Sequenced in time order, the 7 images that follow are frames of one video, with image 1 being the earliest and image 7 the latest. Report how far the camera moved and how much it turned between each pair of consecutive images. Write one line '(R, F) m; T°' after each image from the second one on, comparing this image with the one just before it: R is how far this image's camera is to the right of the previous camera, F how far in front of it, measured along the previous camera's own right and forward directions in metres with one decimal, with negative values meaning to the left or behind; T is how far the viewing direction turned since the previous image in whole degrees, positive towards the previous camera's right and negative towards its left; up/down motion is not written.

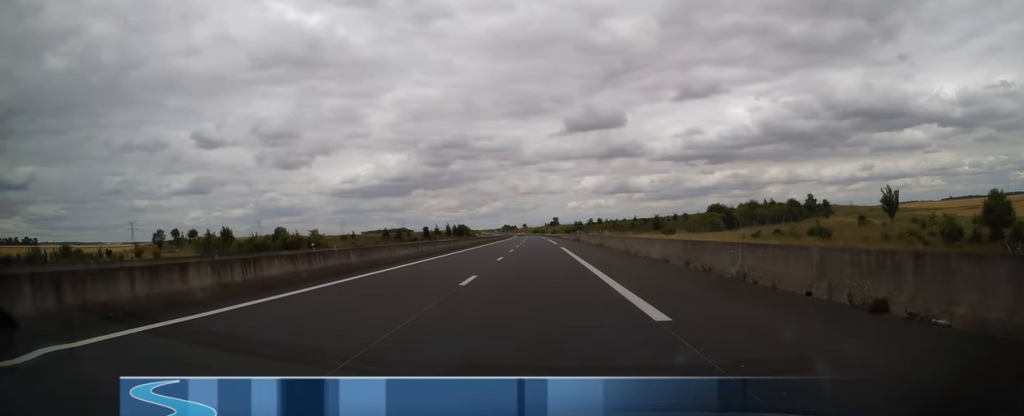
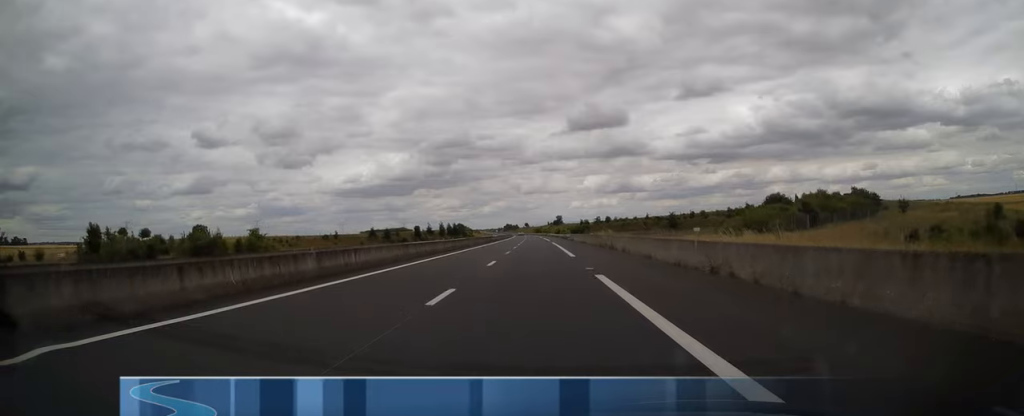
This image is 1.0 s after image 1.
(0.0, +29.9) m; -1°
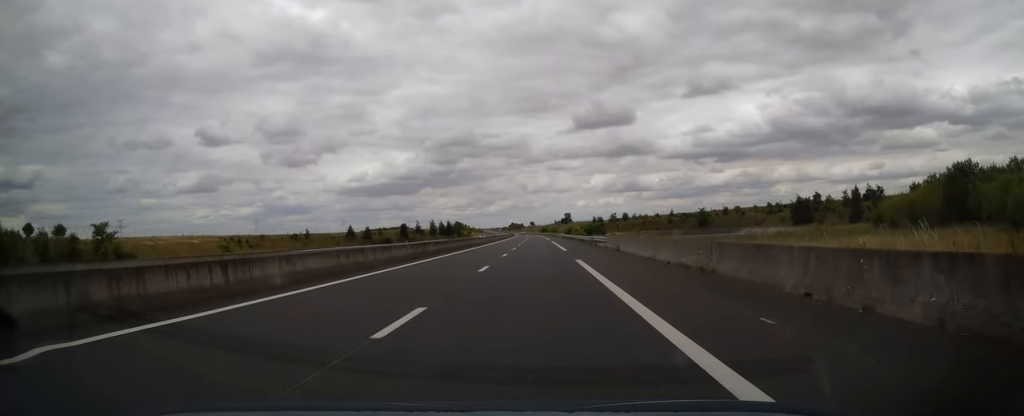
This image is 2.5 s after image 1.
(-0.6, +42.1) m; -1°
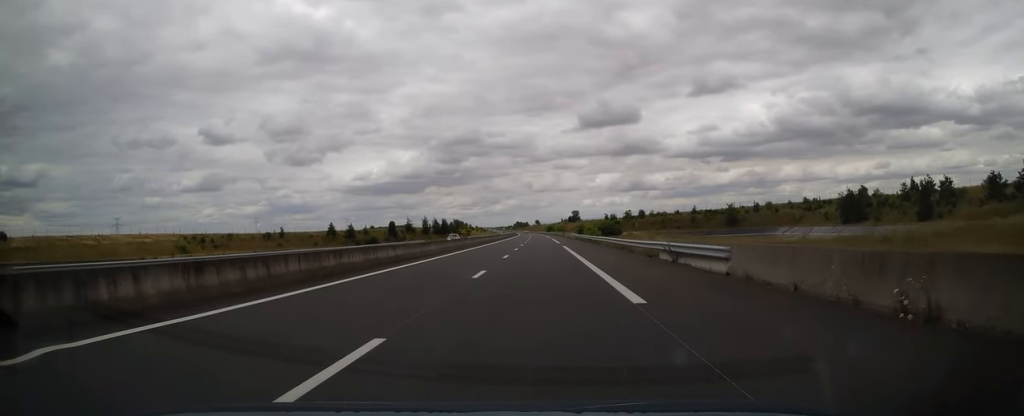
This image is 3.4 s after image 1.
(0.0, +28.9) m; 0°
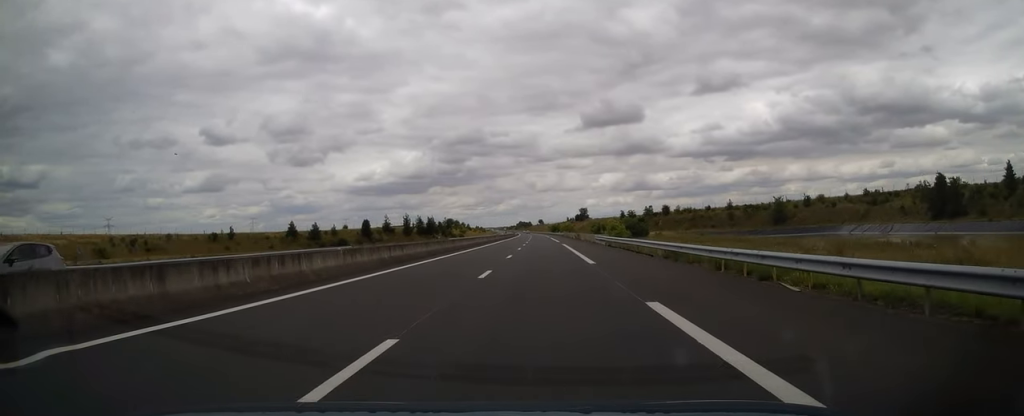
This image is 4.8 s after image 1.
(0.0, +38.7) m; 0°
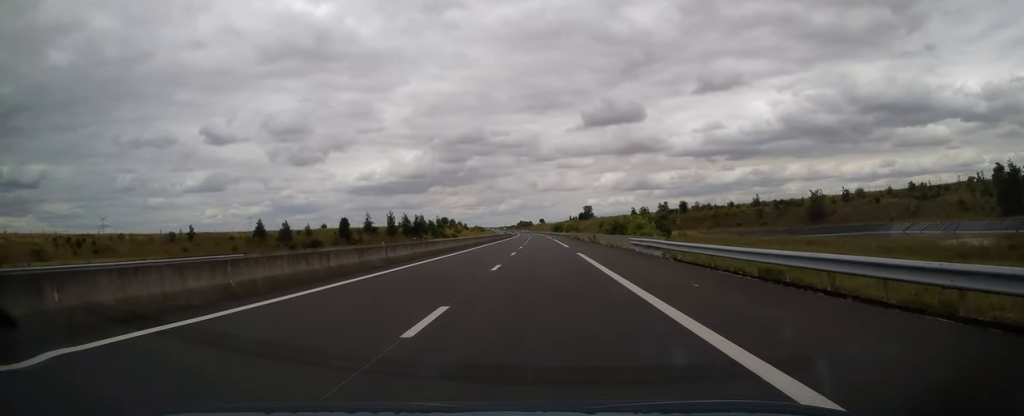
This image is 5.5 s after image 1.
(0.0, +22.5) m; 0°
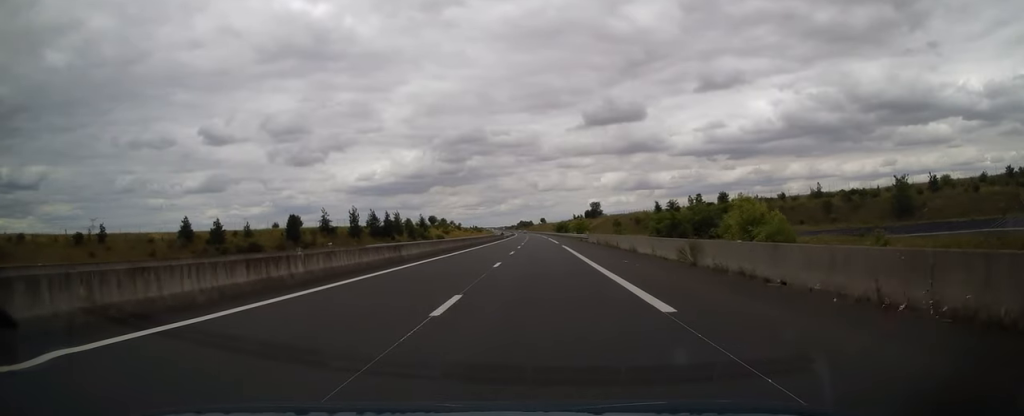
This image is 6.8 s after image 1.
(-0.3, +36.8) m; -1°
